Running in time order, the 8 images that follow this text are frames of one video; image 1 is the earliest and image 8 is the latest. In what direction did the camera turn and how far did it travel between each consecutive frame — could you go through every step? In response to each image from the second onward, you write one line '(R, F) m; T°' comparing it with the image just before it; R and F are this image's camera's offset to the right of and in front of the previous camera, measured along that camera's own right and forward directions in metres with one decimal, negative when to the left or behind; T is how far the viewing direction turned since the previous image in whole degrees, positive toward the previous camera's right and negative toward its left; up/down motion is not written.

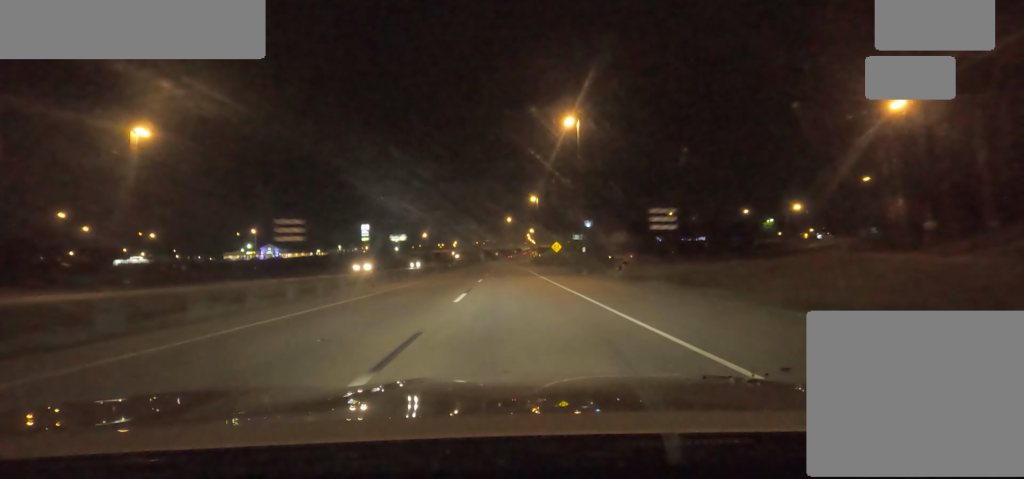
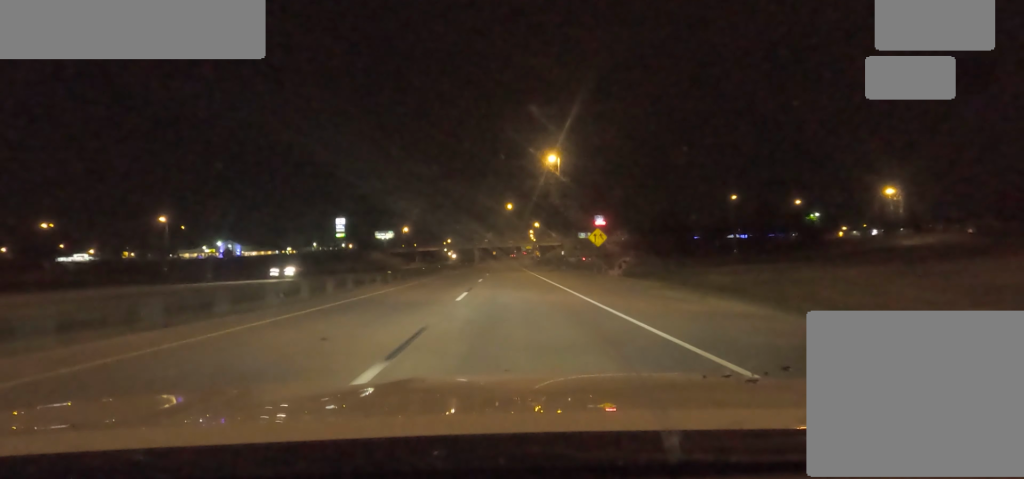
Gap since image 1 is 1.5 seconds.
(-0.6, +40.0) m; 0°
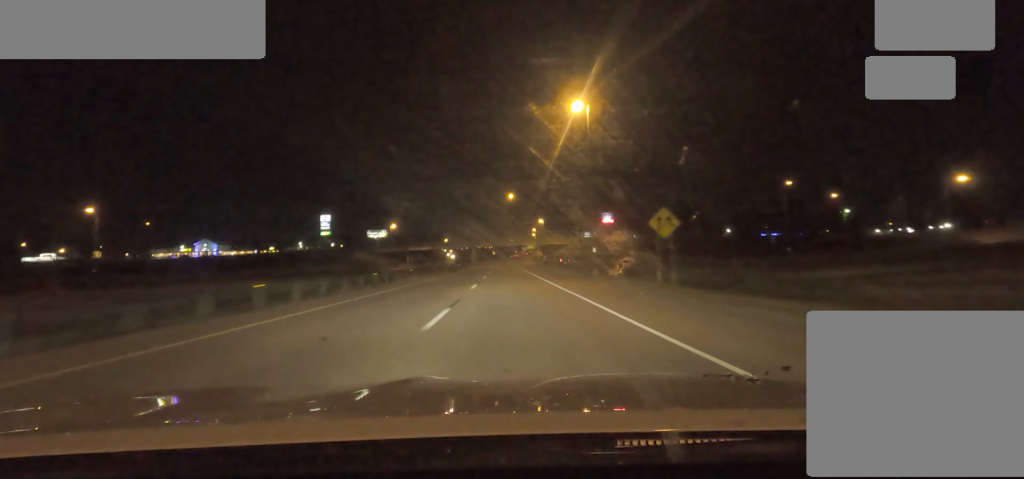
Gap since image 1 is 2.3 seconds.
(+1.0, +20.5) m; 0°
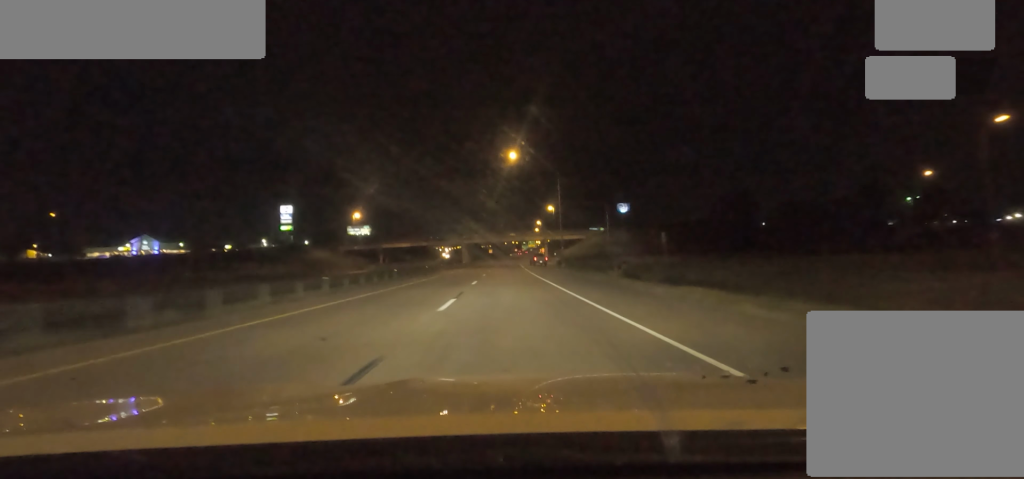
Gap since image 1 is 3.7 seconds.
(-0.8, +36.7) m; 0°
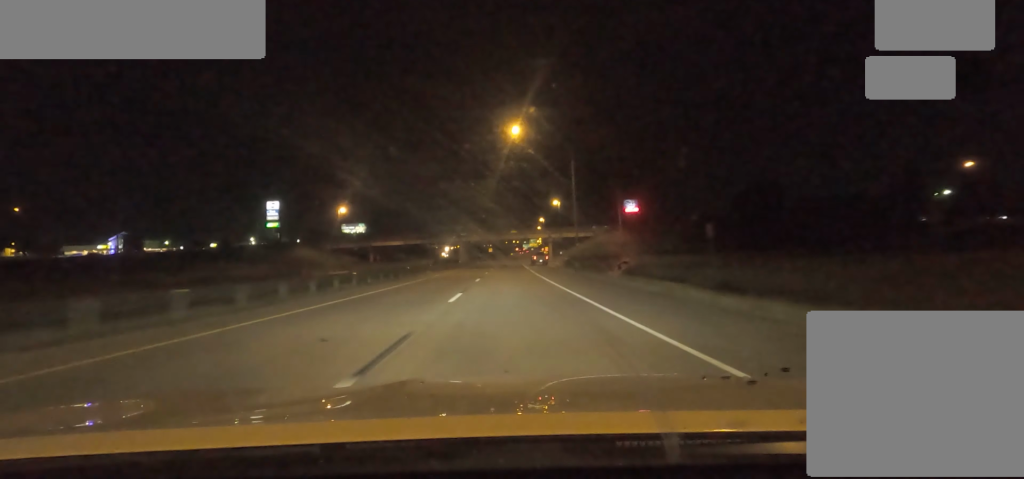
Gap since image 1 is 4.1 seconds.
(+0.6, +10.9) m; 0°
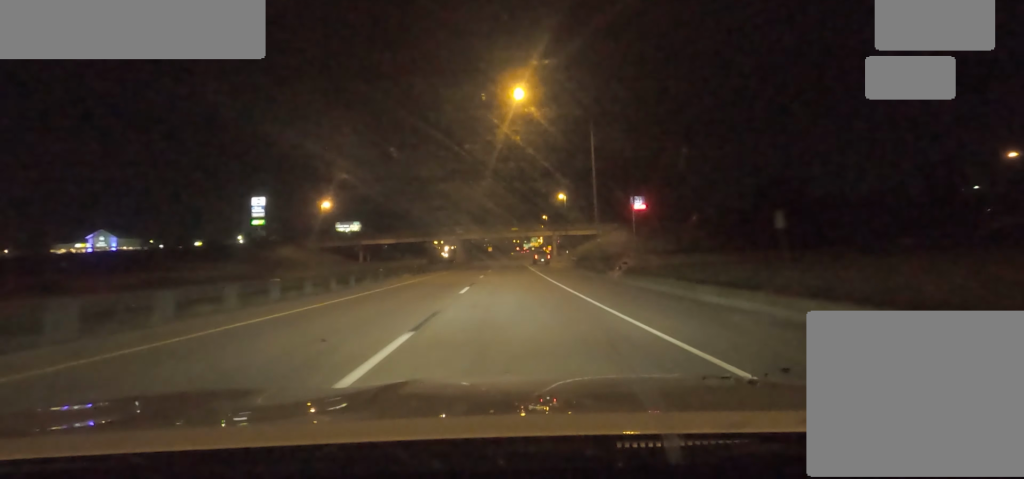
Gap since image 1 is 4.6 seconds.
(+0.6, +10.5) m; 0°
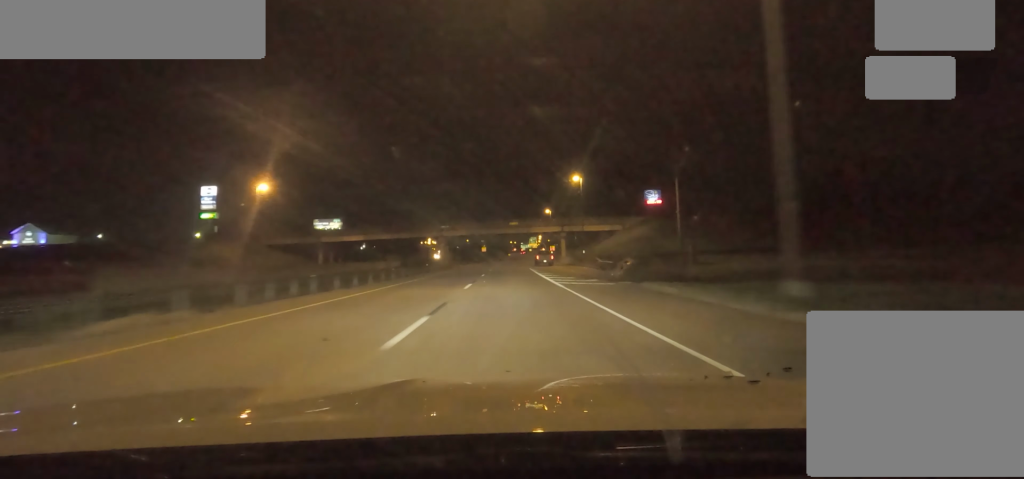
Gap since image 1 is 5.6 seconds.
(-1.5, +24.3) m; 0°
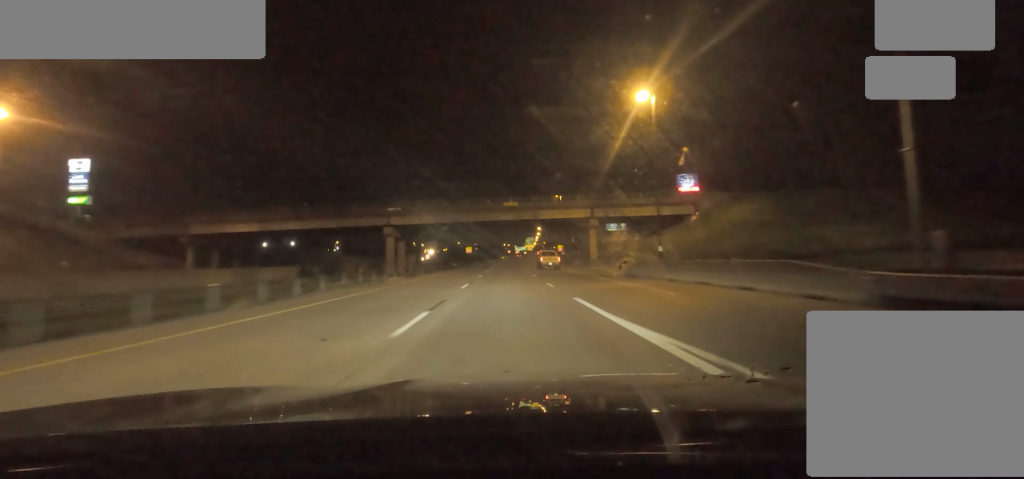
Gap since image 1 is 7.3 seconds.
(+2.4, +39.1) m; +1°
